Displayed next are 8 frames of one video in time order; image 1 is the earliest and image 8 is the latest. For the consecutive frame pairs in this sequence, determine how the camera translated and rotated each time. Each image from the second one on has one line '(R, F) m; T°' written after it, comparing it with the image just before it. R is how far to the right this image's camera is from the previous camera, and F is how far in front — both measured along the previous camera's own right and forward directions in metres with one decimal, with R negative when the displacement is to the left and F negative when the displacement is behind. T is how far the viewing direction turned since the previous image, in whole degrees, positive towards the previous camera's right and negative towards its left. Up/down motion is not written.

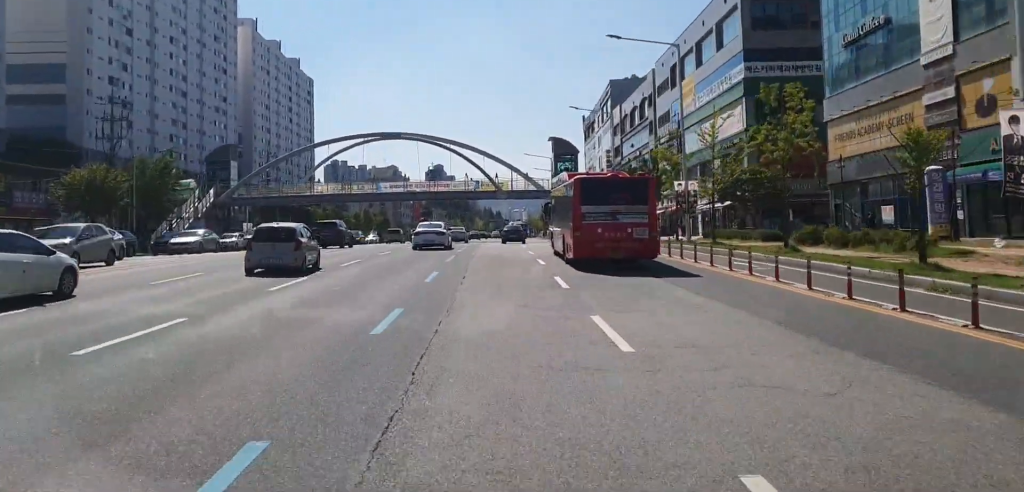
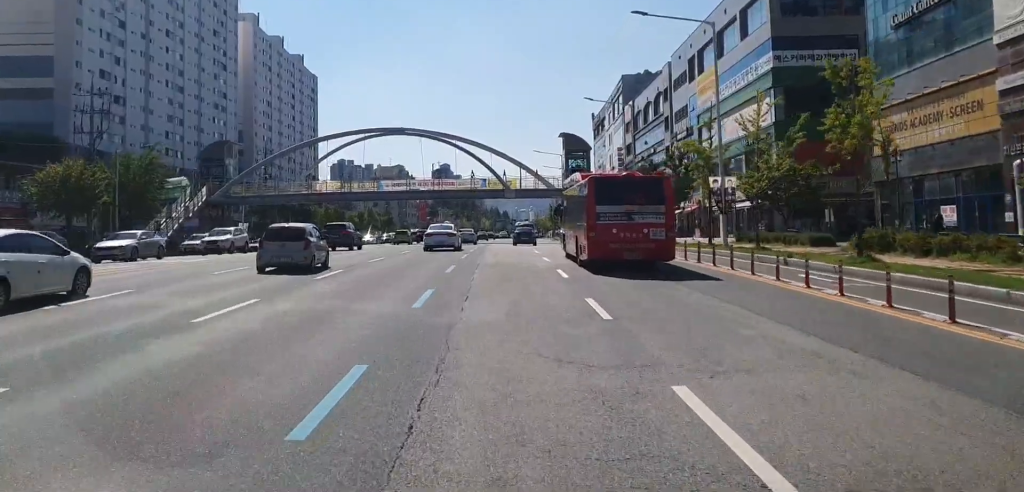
(0.0, +5.3) m; 0°
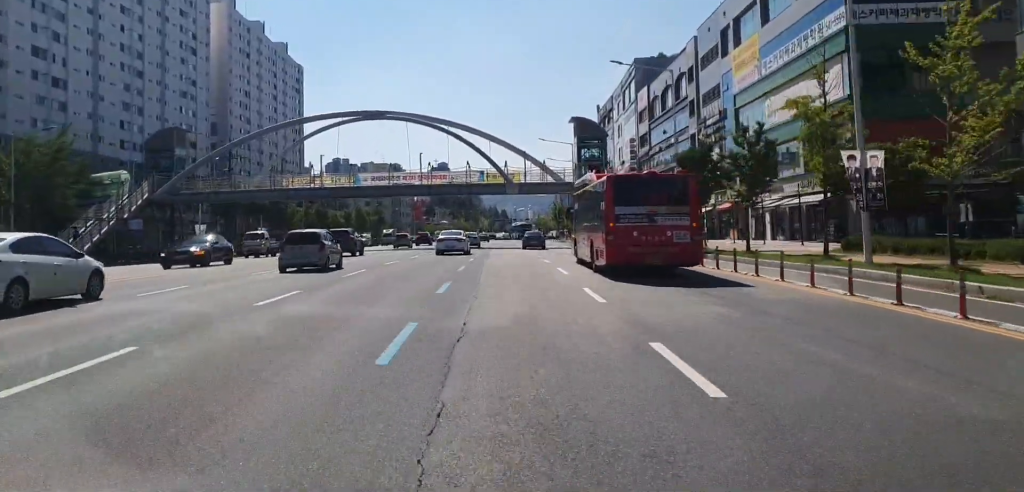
(-0.1, +14.4) m; 0°
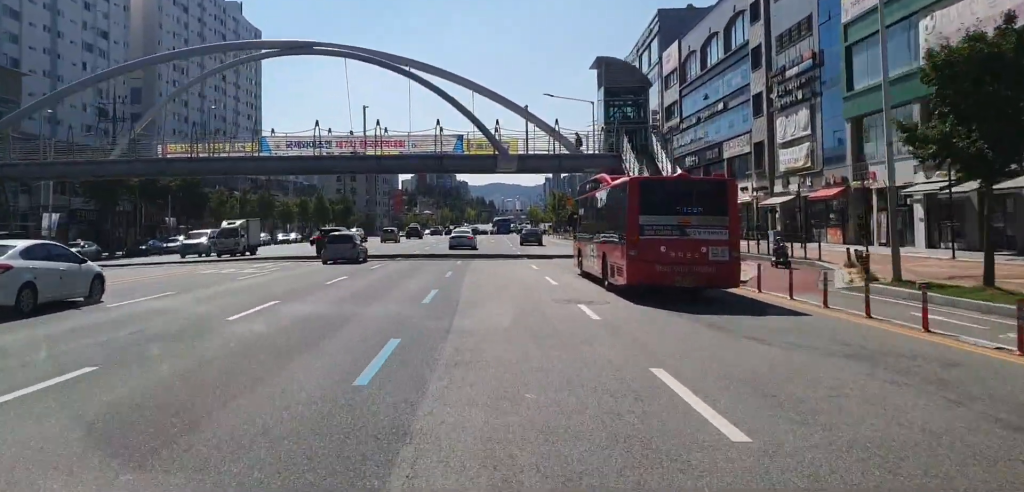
(+1.2, +26.6) m; +2°
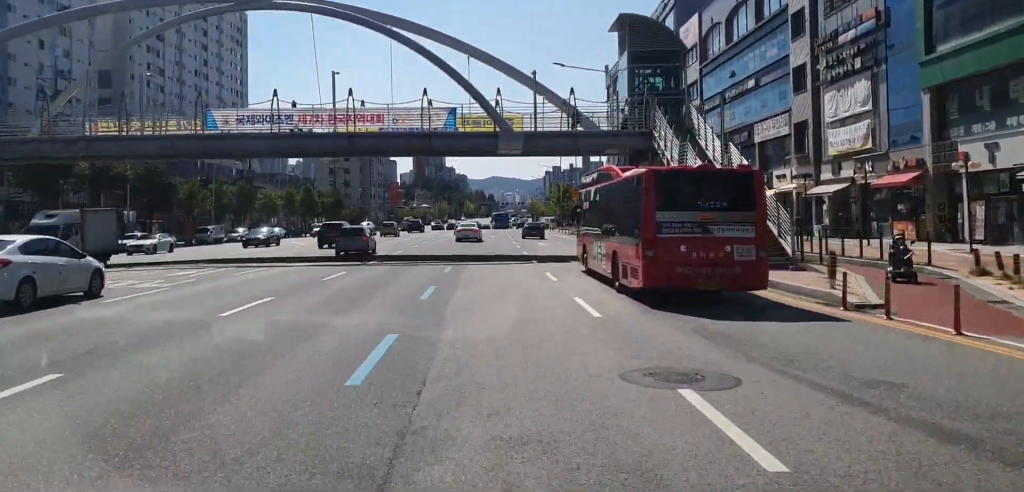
(-0.2, +9.1) m; -1°
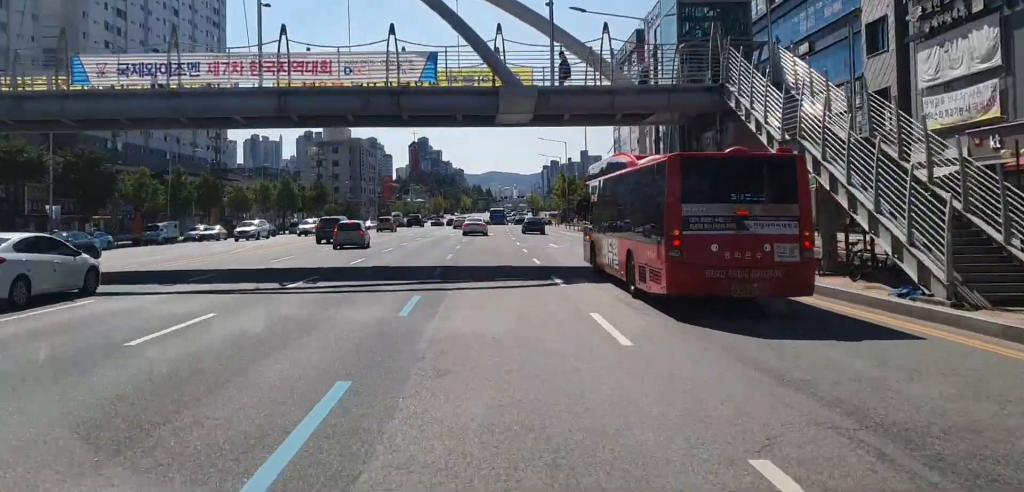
(0.0, +12.1) m; +1°
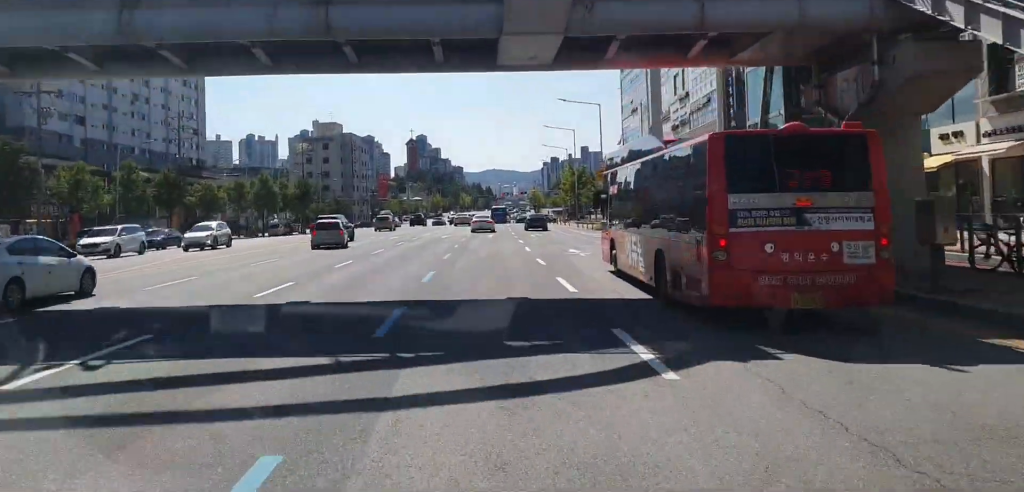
(+0.2, +11.2) m; +1°
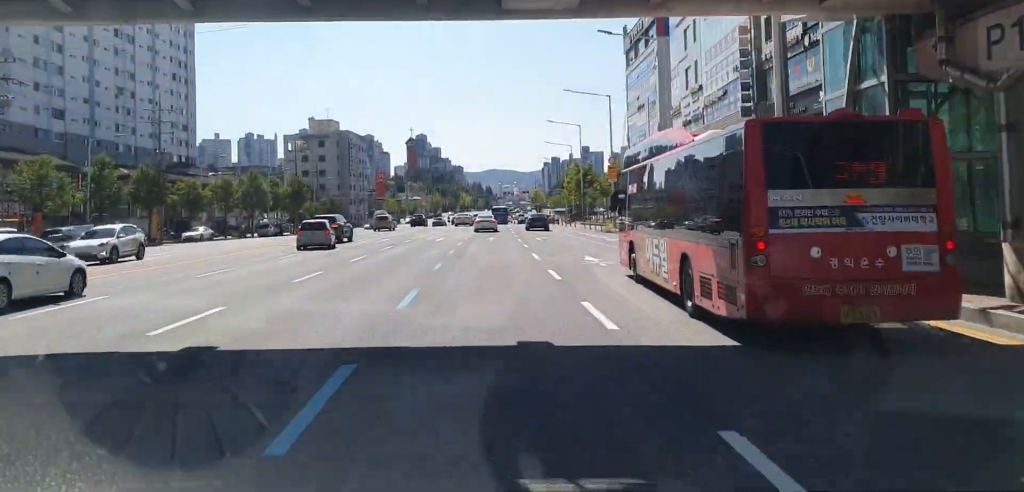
(0.0, +5.2) m; 0°
